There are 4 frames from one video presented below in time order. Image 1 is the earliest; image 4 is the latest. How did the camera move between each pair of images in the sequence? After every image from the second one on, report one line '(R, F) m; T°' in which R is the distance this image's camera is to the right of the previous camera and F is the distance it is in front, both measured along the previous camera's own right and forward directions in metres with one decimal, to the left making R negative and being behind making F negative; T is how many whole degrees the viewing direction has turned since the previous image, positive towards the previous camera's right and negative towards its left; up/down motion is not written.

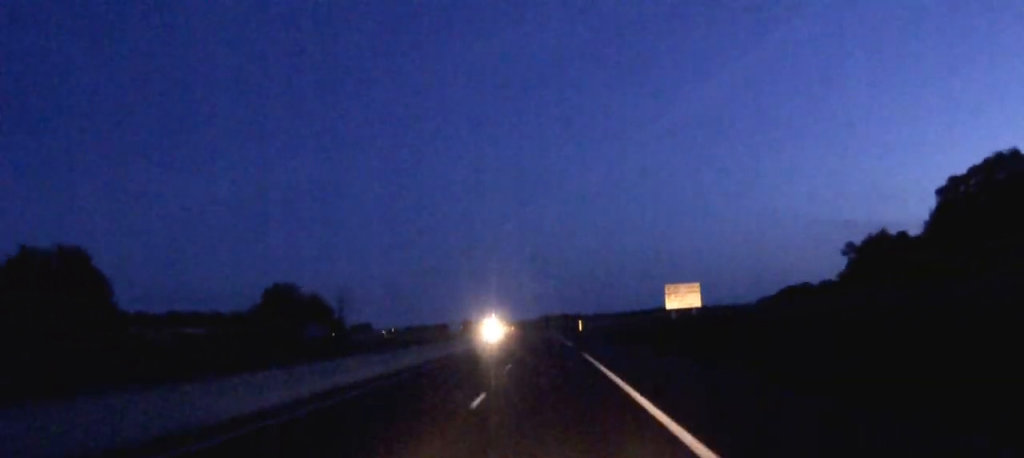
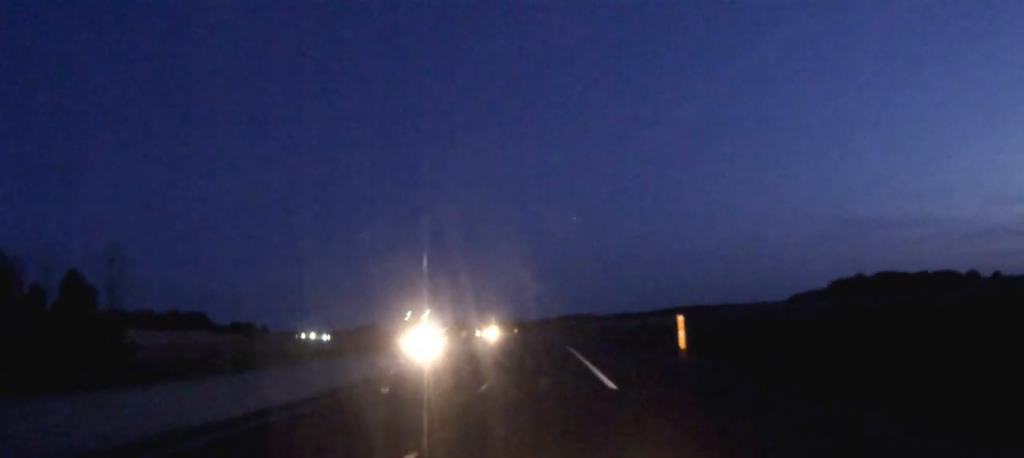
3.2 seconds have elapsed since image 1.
(-0.9, +86.6) m; -1°
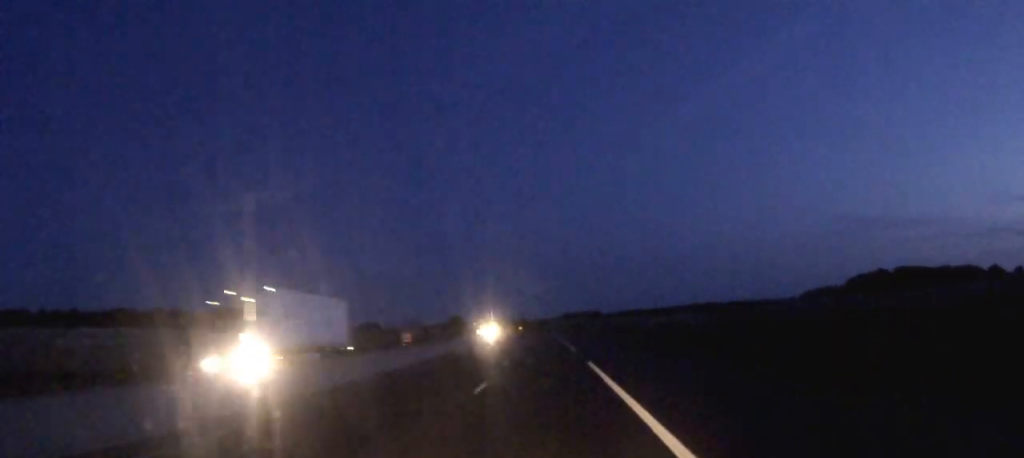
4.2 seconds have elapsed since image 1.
(-0.1, +27.2) m; 0°
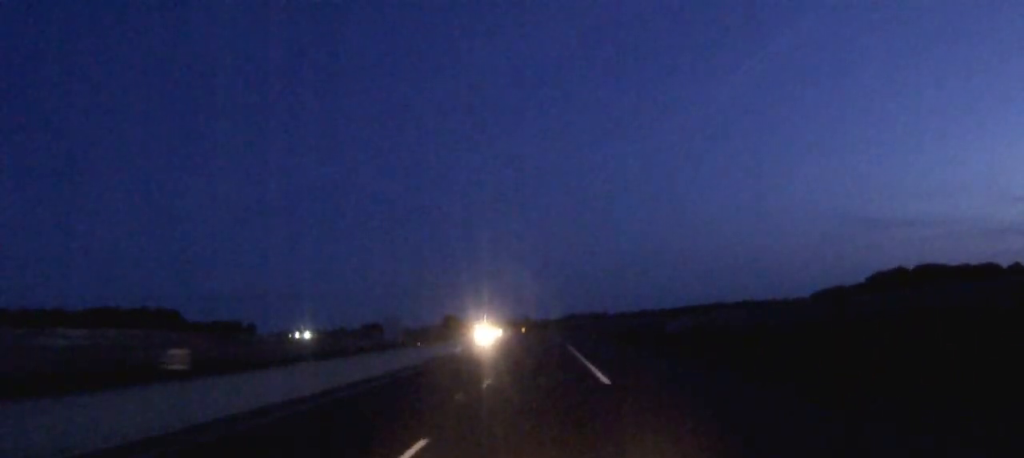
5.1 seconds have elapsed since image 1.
(-0.1, +23.7) m; 0°
